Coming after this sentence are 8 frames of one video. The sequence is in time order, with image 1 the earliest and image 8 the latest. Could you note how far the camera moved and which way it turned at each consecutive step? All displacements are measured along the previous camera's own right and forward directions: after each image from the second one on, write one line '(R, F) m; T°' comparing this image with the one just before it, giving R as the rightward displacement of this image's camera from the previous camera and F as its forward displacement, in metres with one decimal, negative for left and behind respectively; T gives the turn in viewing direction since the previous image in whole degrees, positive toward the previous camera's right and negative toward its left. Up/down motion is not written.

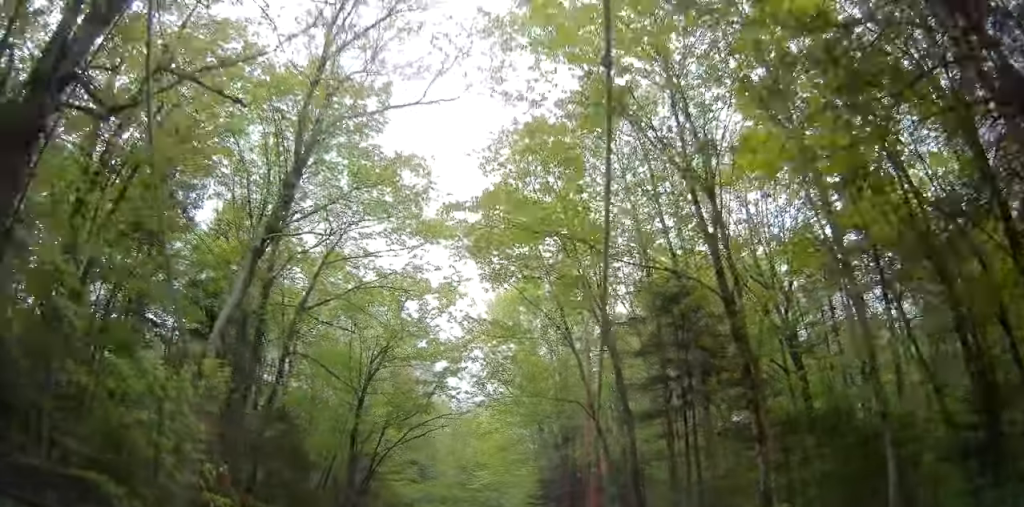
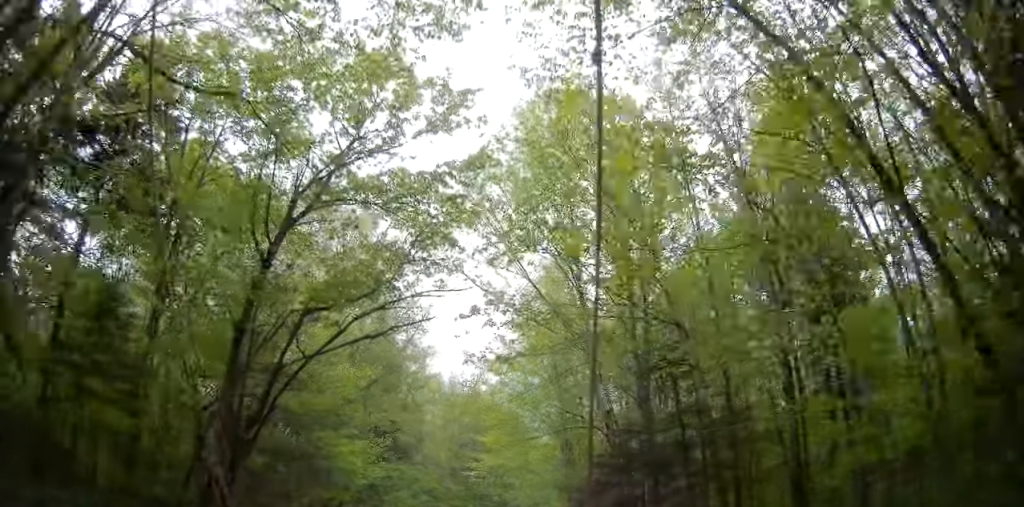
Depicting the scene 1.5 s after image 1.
(0.0, +13.2) m; 0°
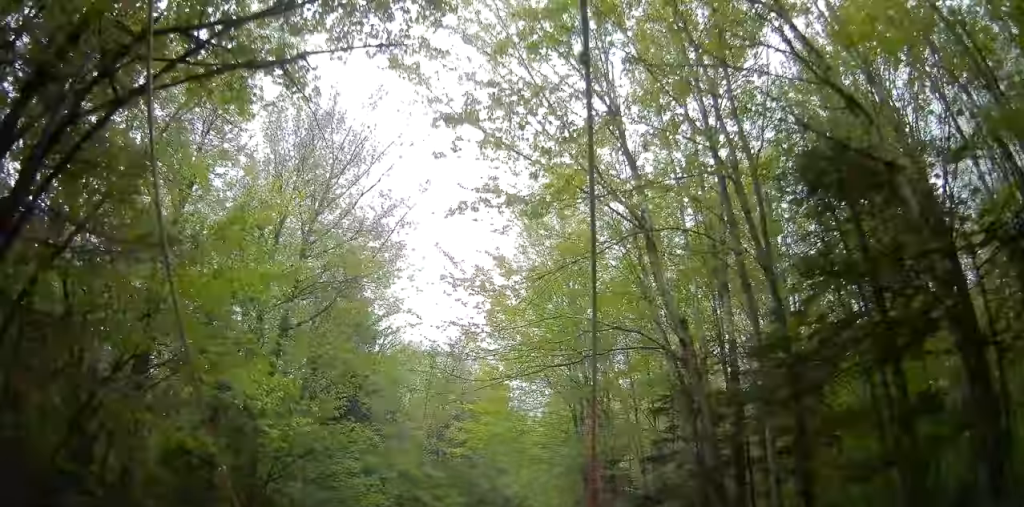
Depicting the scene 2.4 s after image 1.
(0.0, +7.2) m; -1°
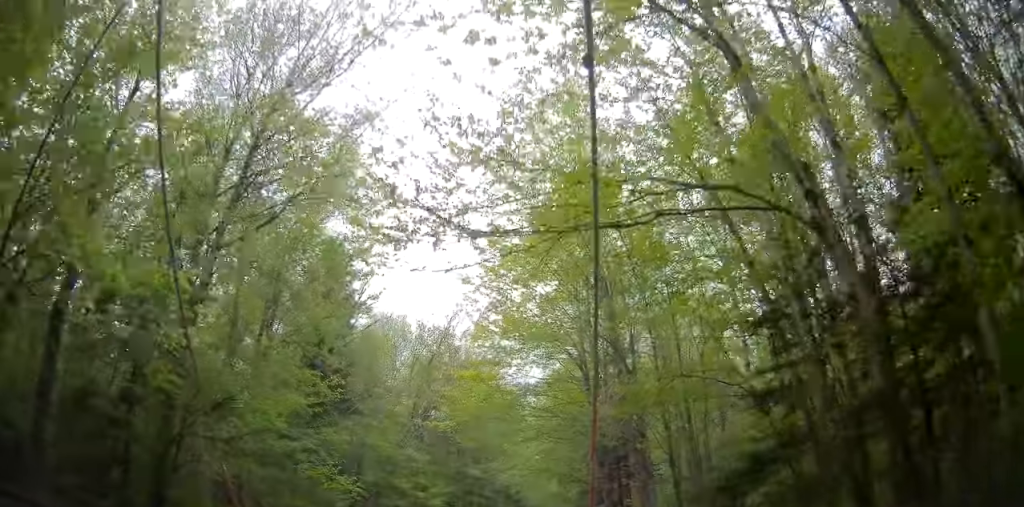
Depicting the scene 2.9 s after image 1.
(0.0, +4.6) m; +1°
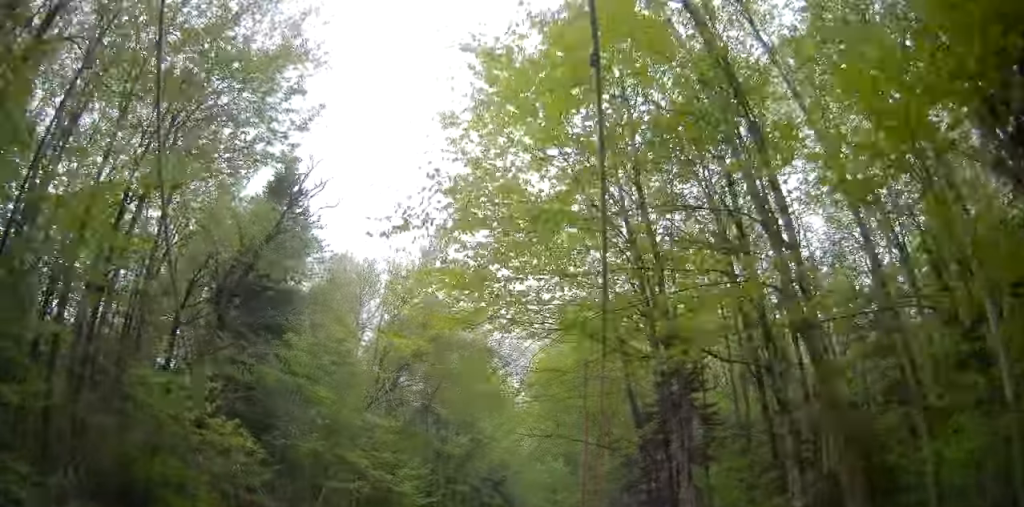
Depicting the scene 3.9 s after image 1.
(0.0, +7.8) m; +4°
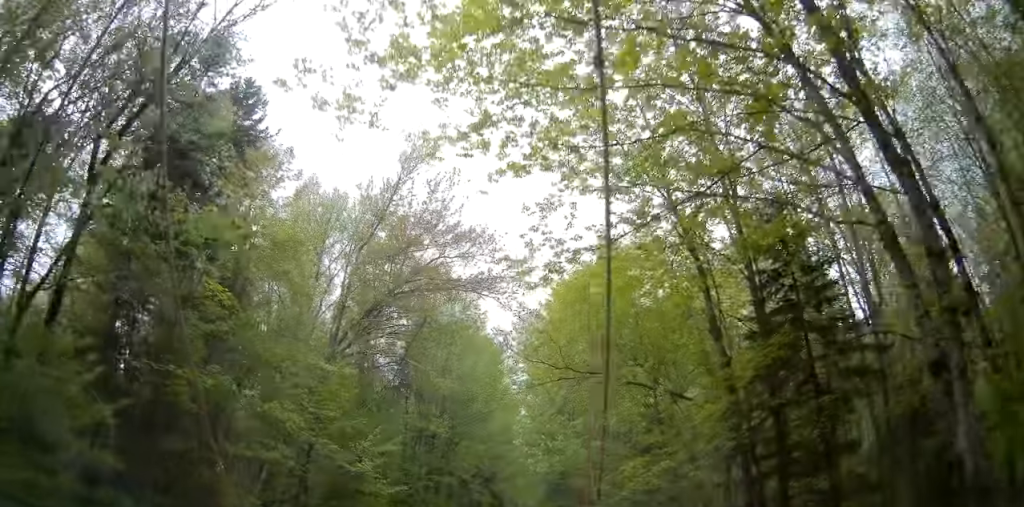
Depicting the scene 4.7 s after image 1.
(+0.6, +6.9) m; +2°
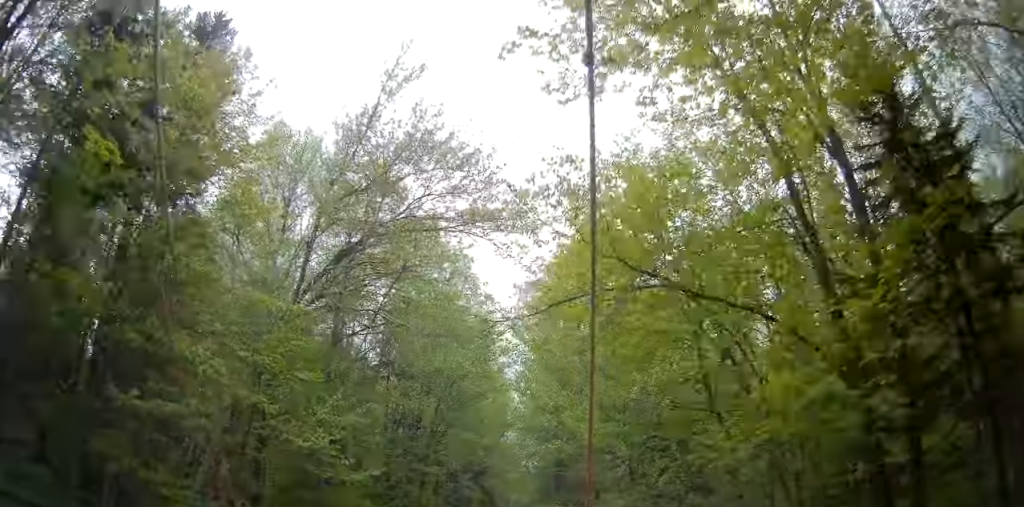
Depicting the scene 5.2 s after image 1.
(-0.1, +4.0) m; -1°
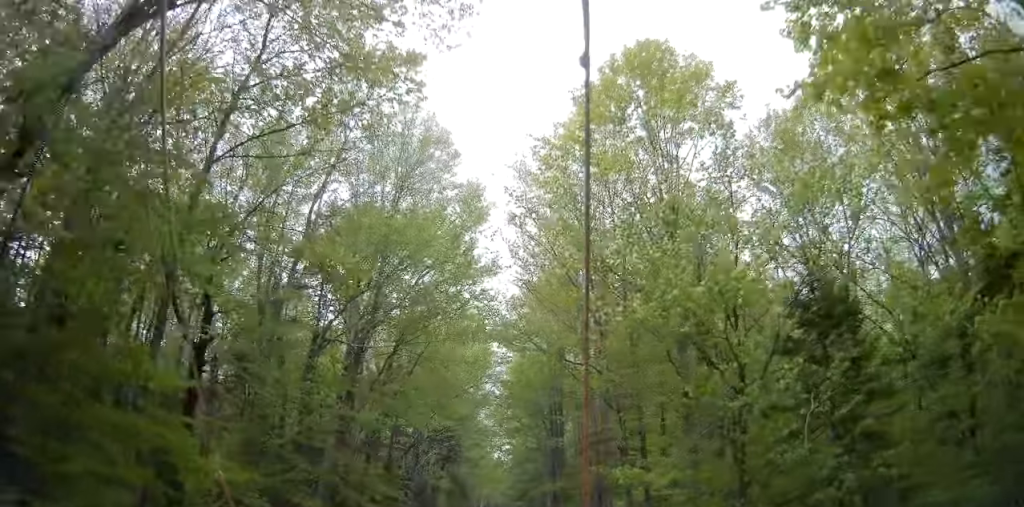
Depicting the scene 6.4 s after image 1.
(-0.3, +11.0) m; -1°
